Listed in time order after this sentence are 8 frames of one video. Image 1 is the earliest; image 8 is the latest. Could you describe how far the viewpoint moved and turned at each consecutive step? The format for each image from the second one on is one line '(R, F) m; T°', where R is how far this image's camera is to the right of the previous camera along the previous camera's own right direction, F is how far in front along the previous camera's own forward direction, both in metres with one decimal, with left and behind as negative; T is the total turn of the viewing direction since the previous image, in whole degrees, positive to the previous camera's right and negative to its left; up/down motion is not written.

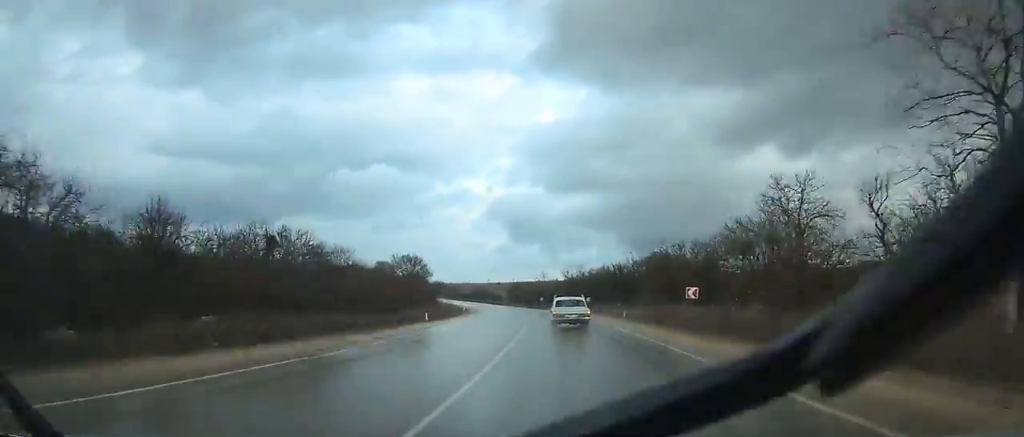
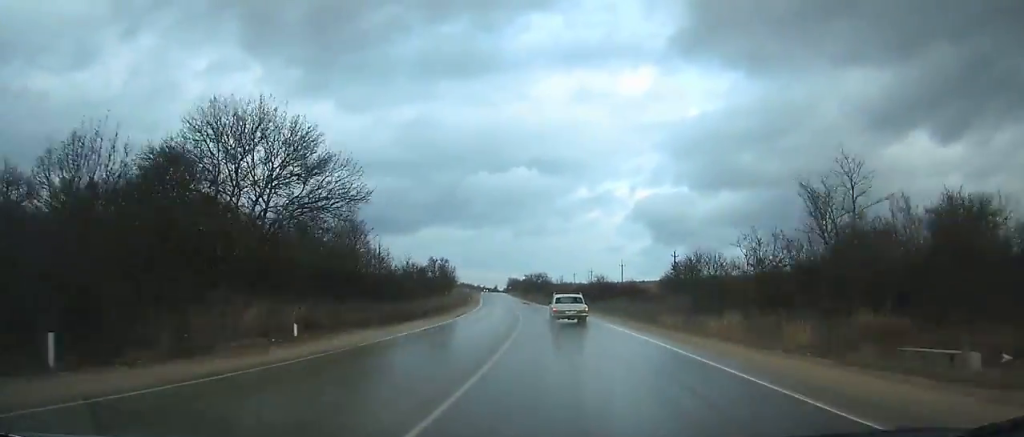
(-16.2, +126.7) m; -15°
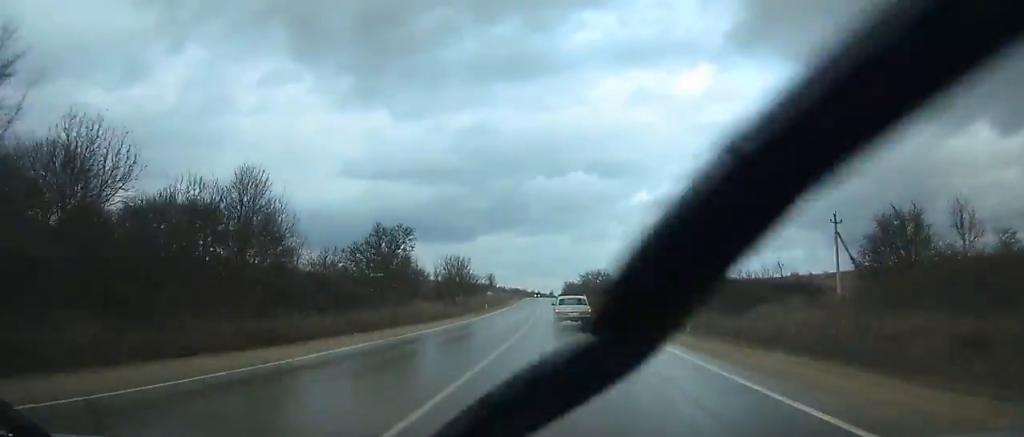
(-2.6, +45.1) m; -3°
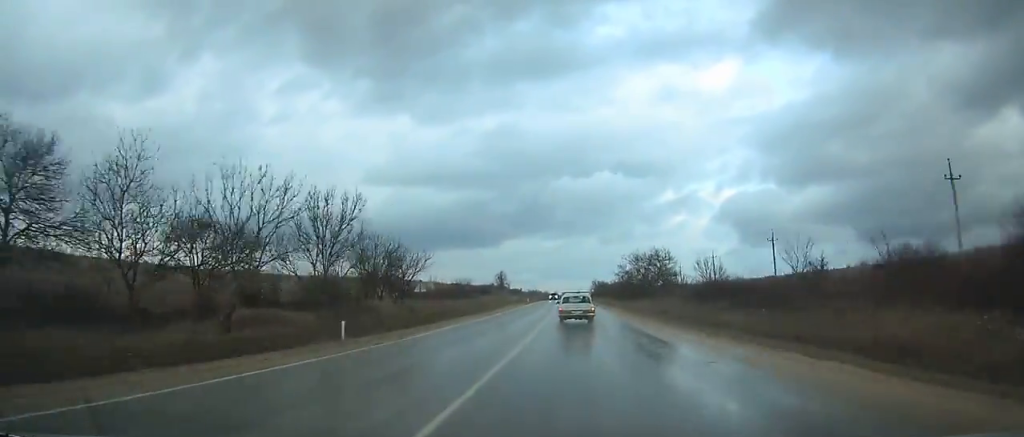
(-1.6, +54.5) m; -2°
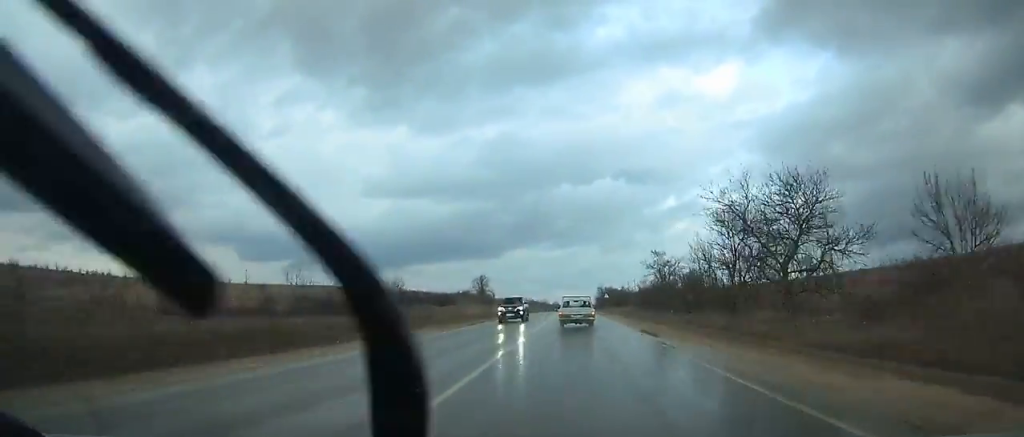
(-0.2, +50.0) m; 0°
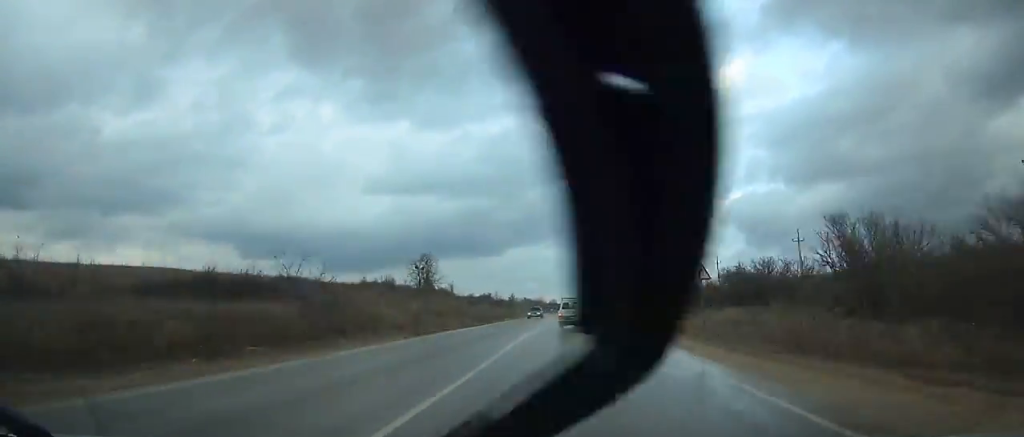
(-0.3, +65.3) m; 0°
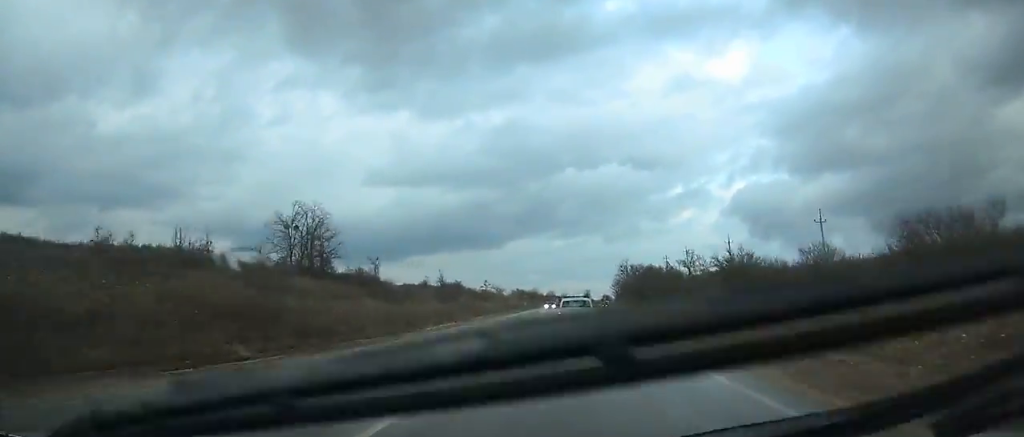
(+0.1, +46.5) m; 0°
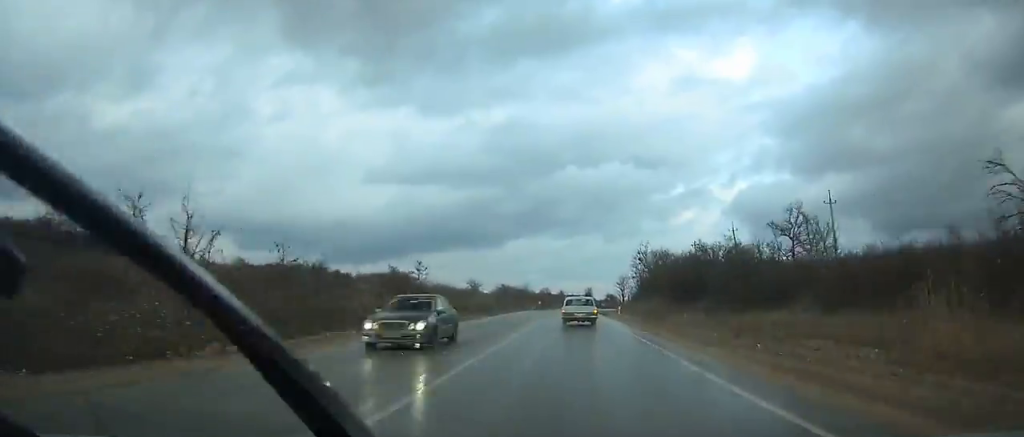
(+0.1, +41.3) m; +1°
